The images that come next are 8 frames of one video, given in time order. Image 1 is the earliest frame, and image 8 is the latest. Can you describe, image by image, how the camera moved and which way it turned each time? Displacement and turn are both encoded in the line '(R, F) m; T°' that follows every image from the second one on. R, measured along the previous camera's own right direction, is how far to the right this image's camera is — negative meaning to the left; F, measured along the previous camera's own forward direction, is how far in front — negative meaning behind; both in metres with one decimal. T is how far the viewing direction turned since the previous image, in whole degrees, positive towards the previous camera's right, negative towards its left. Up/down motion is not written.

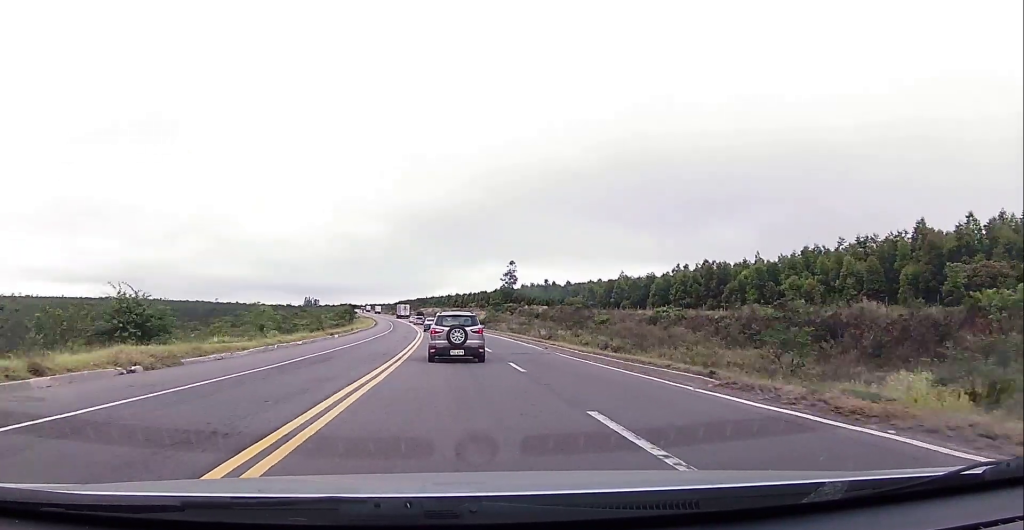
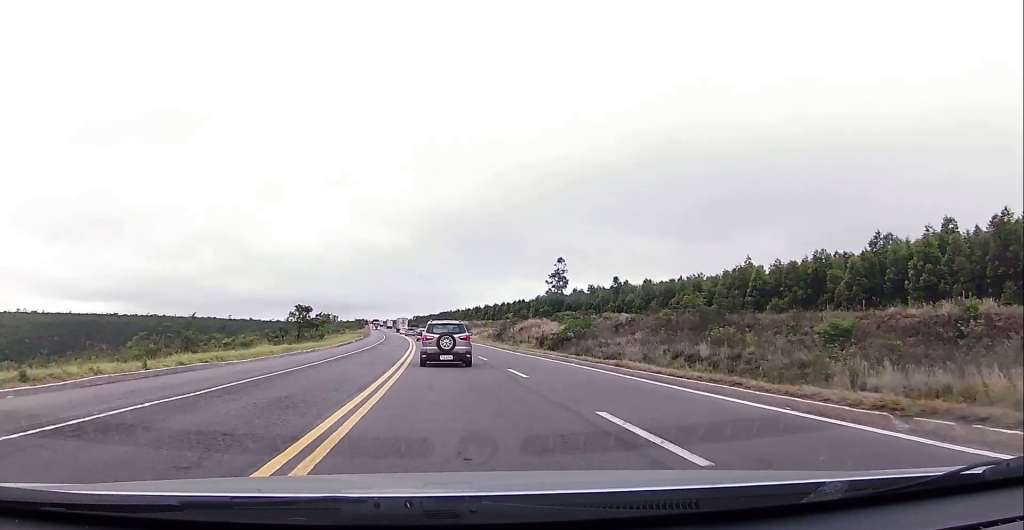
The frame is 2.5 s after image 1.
(-0.7, +59.7) m; -2°
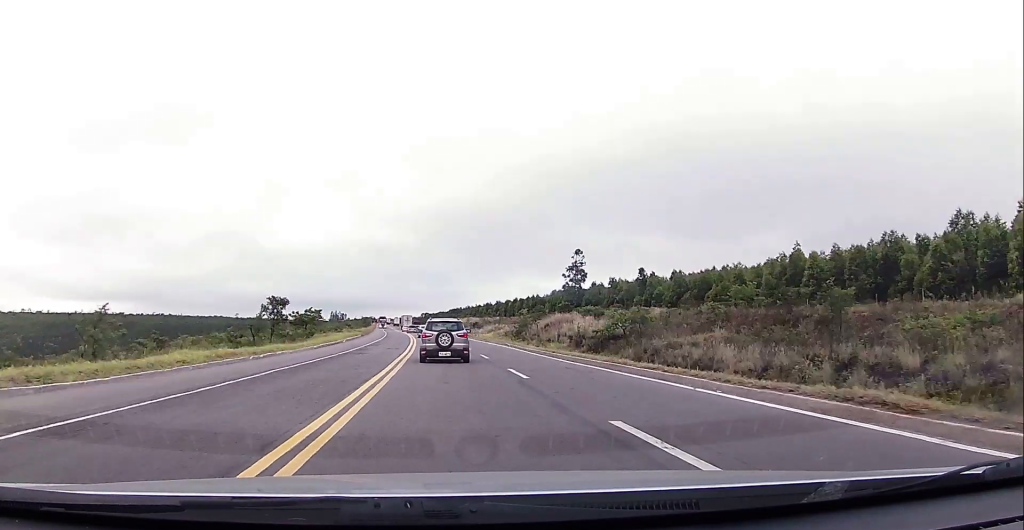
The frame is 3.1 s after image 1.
(0.0, +13.1) m; -1°
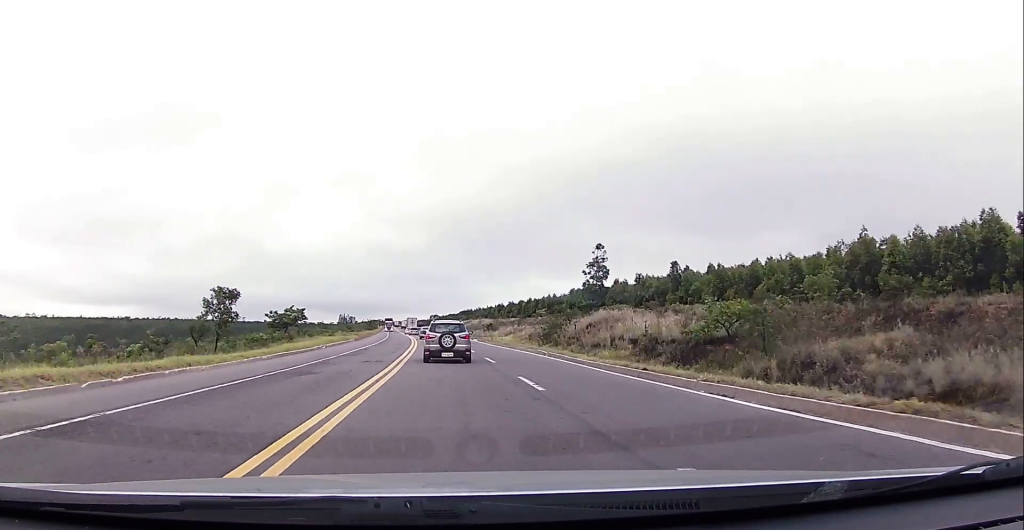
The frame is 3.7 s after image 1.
(-0.2, +14.5) m; -1°
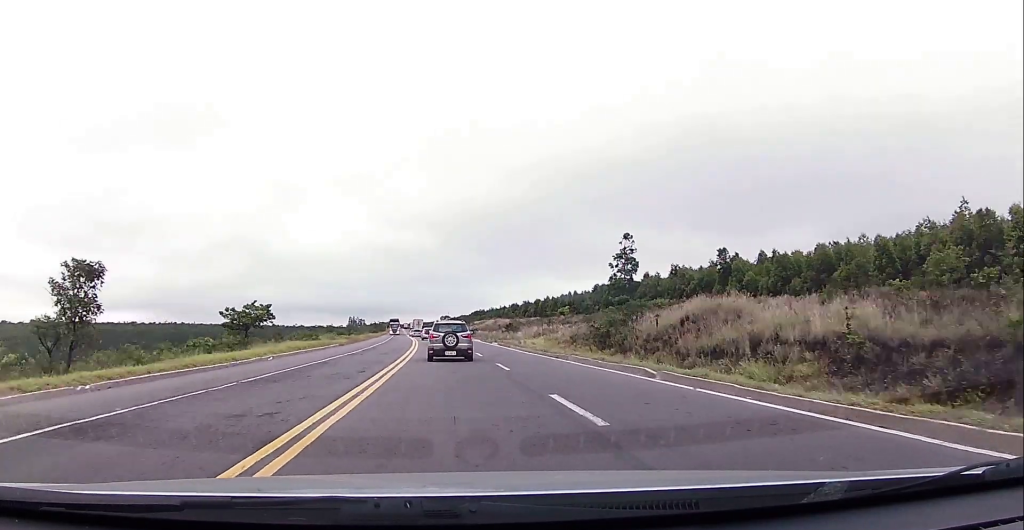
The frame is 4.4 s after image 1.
(-0.3, +16.7) m; -2°
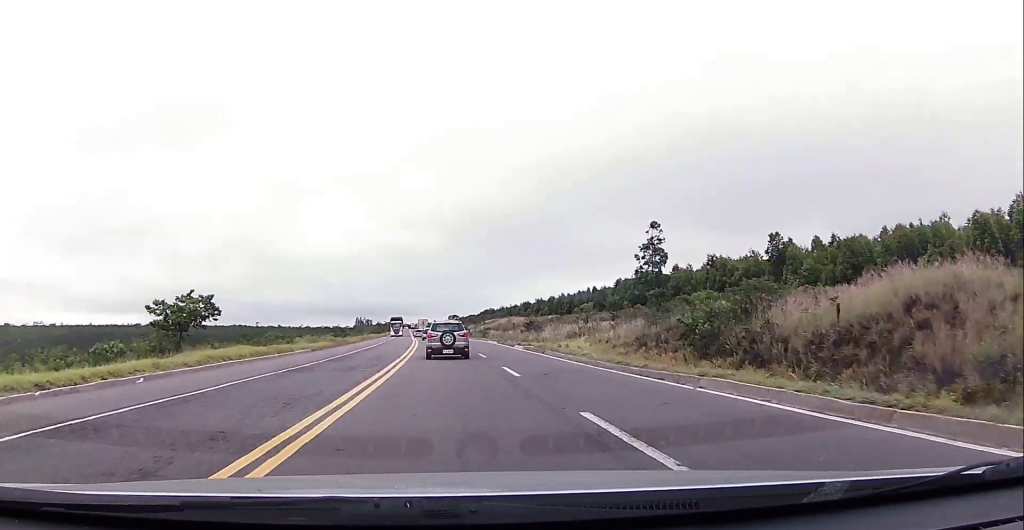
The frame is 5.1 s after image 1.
(-0.3, +14.6) m; 0°
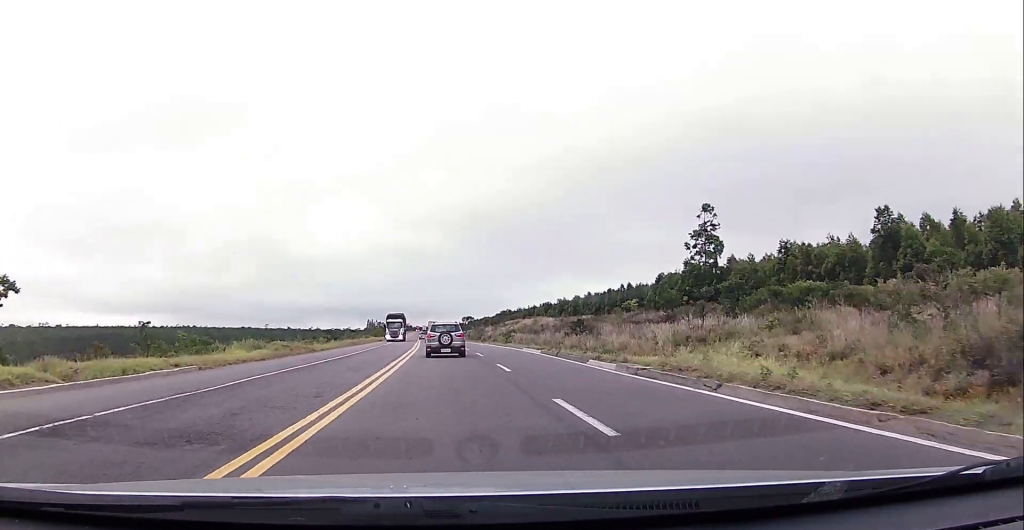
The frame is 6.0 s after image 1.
(+0.3, +21.6) m; 0°
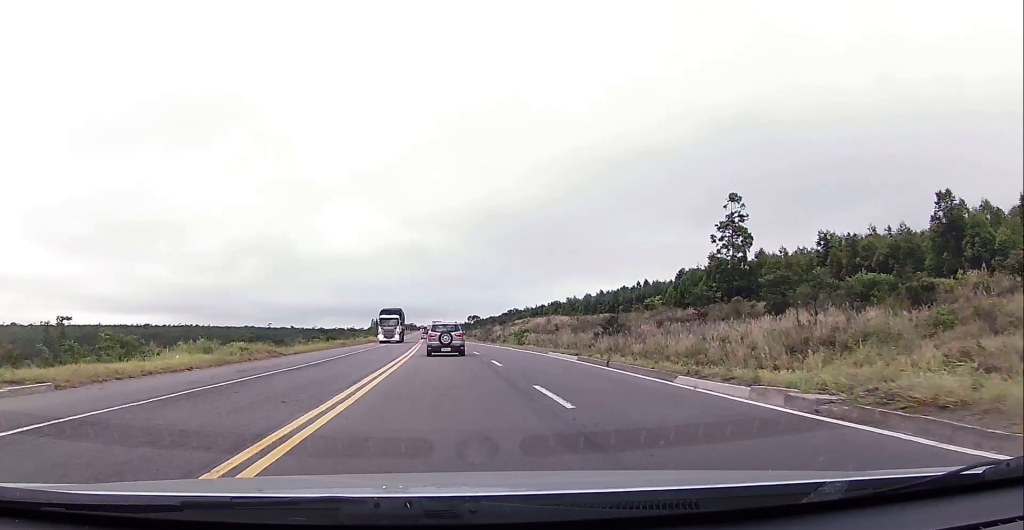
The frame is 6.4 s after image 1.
(+0.2, +9.3) m; 0°
